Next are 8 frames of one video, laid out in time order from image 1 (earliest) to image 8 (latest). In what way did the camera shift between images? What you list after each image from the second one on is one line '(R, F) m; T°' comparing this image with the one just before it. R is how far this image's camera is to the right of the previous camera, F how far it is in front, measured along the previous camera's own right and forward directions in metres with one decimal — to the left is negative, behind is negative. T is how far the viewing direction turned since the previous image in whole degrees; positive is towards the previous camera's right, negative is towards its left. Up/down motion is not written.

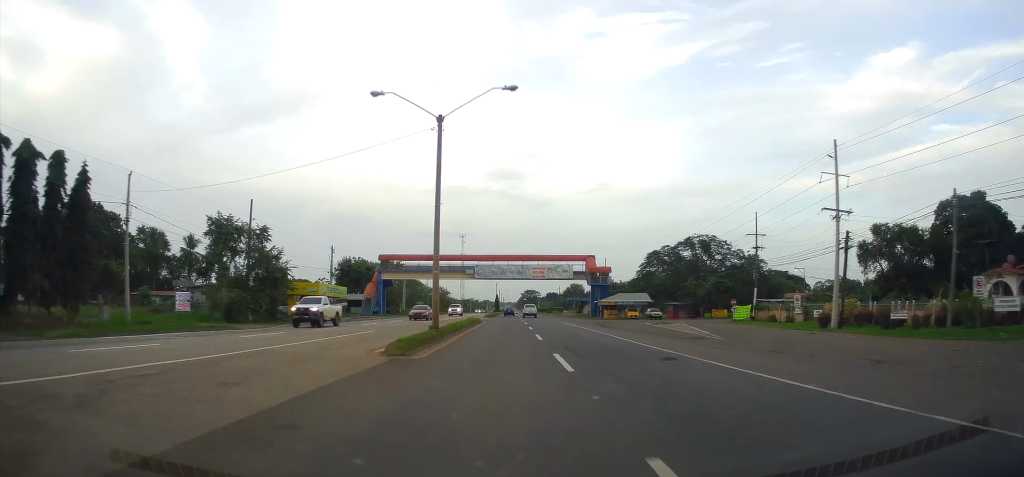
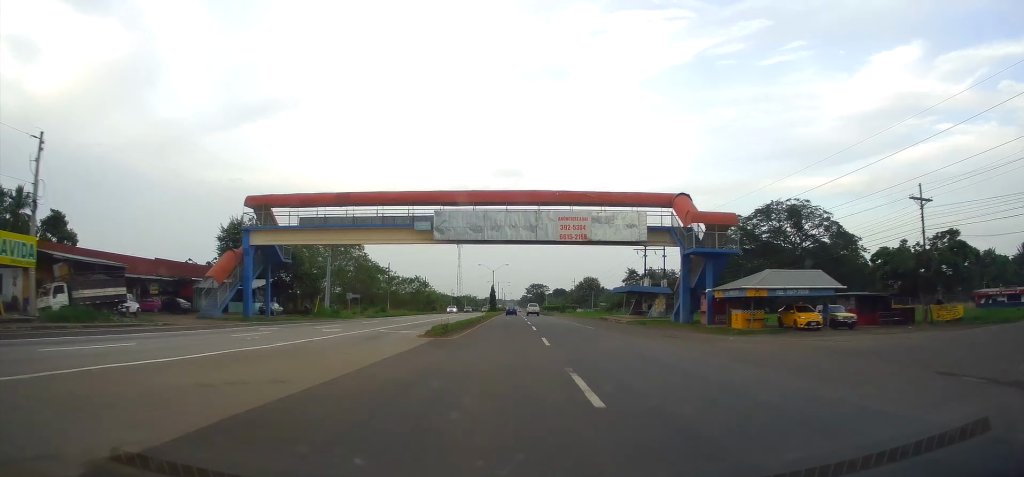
(+0.7, +50.4) m; 0°
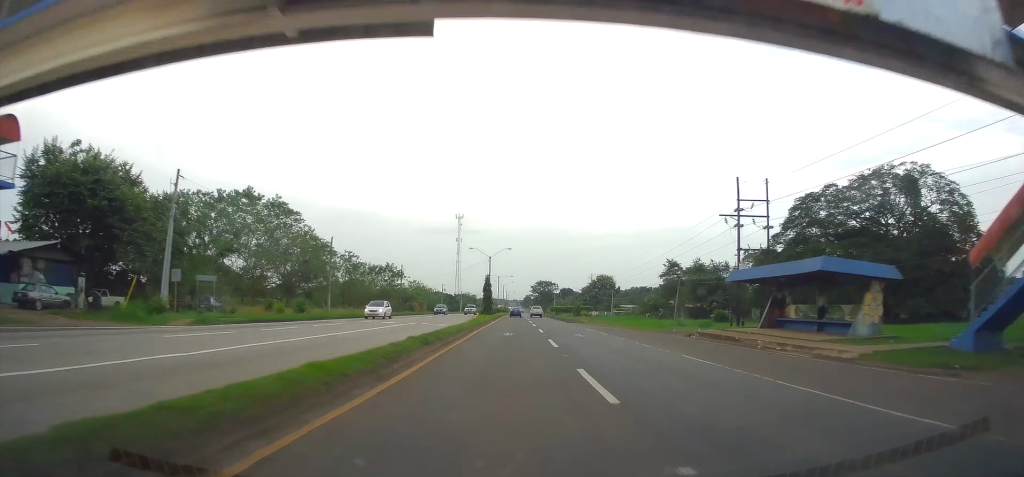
(-0.5, +34.2) m; 0°
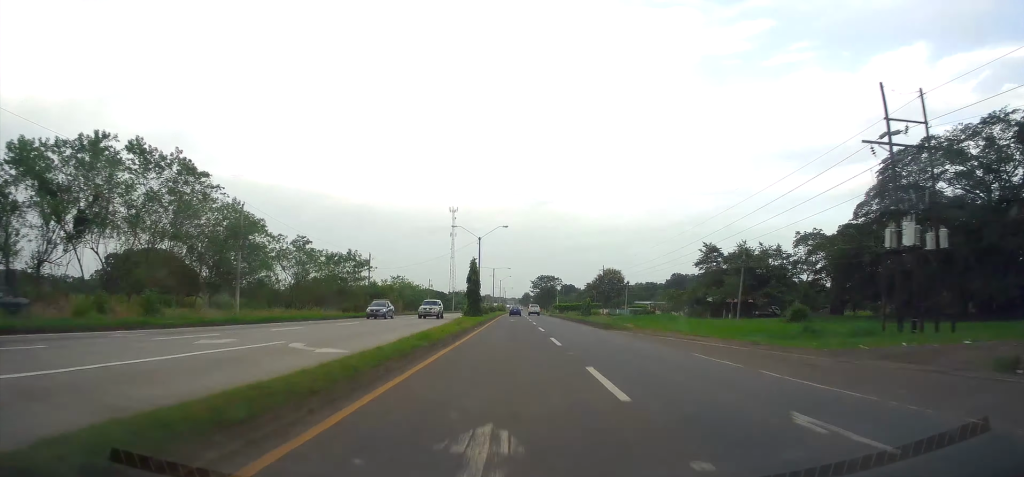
(-0.1, +23.0) m; 0°
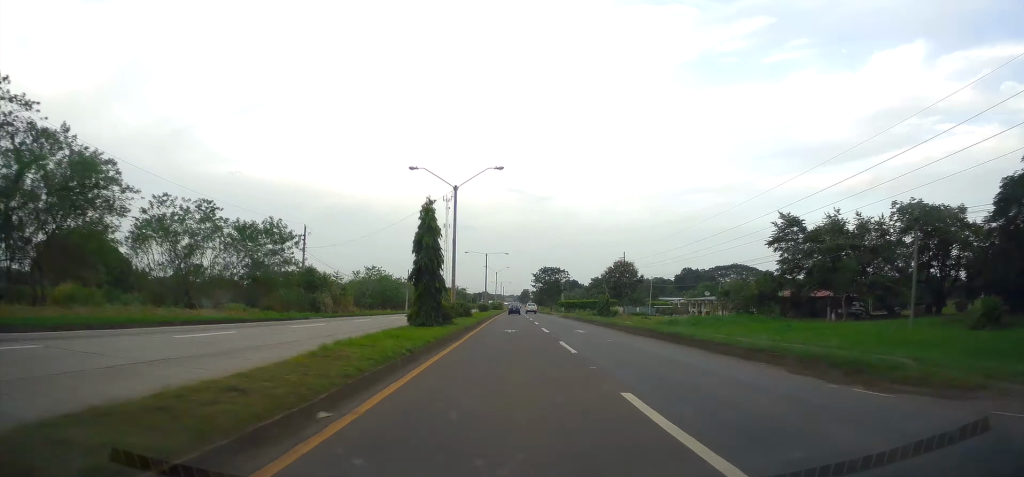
(+0.1, +27.0) m; 0°
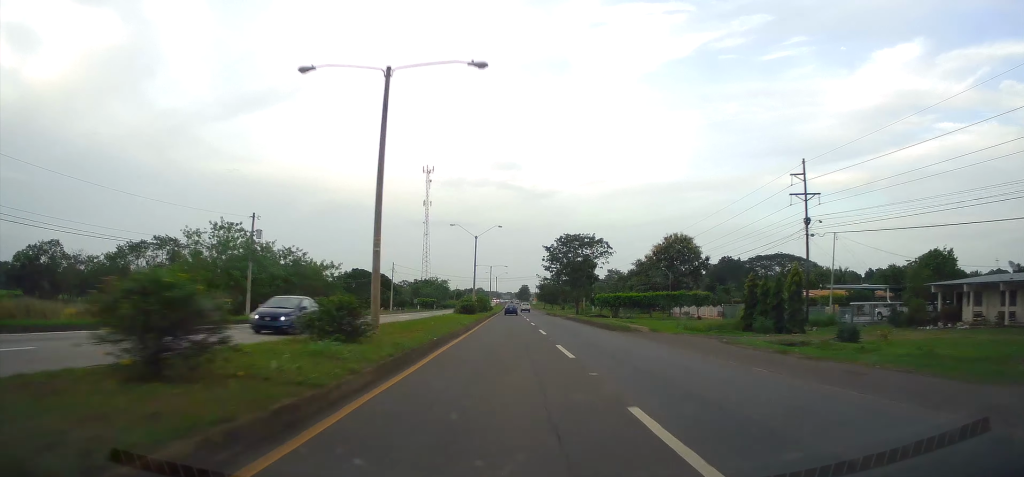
(-0.2, +70.0) m; 0°
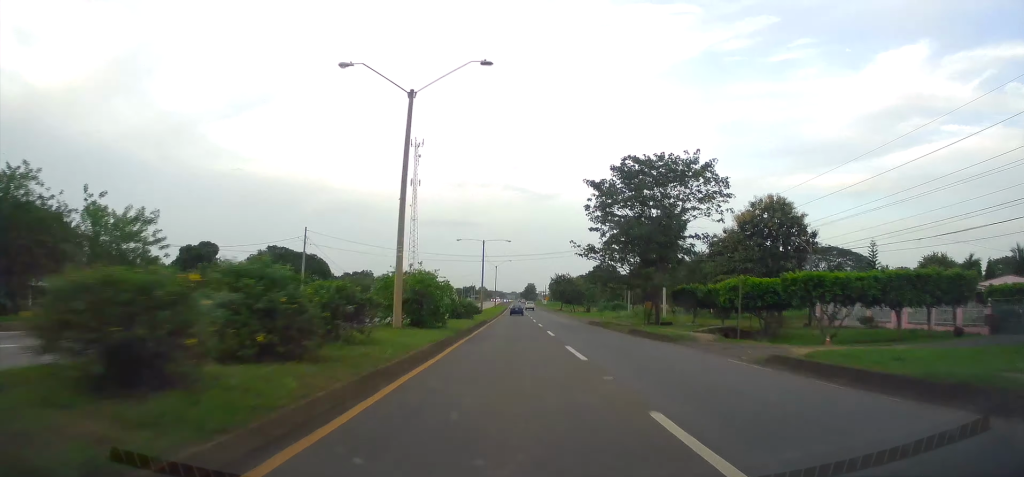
(-0.3, +47.1) m; 0°
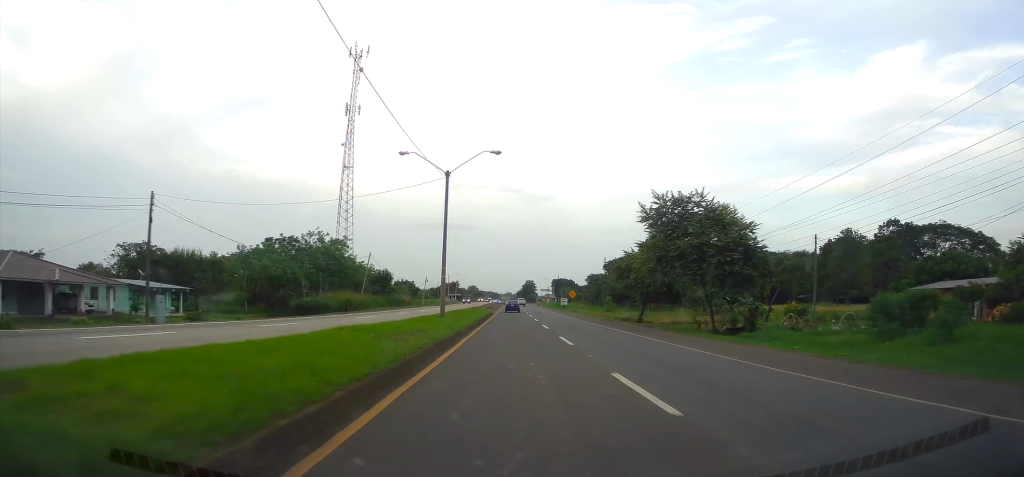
(-0.1, +86.3) m; 0°
